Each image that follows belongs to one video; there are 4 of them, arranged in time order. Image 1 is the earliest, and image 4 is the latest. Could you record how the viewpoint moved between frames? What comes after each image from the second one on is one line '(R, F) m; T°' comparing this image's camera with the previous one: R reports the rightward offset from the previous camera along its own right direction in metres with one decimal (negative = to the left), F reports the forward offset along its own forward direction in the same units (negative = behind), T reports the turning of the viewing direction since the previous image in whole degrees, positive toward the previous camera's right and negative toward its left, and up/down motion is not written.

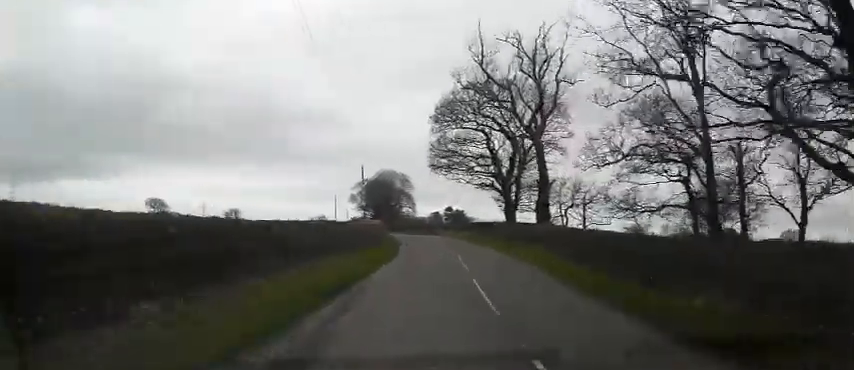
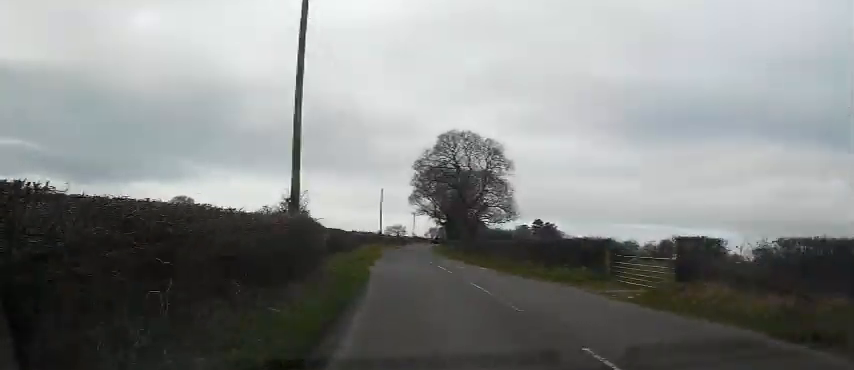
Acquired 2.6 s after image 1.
(+0.3, +41.8) m; -4°
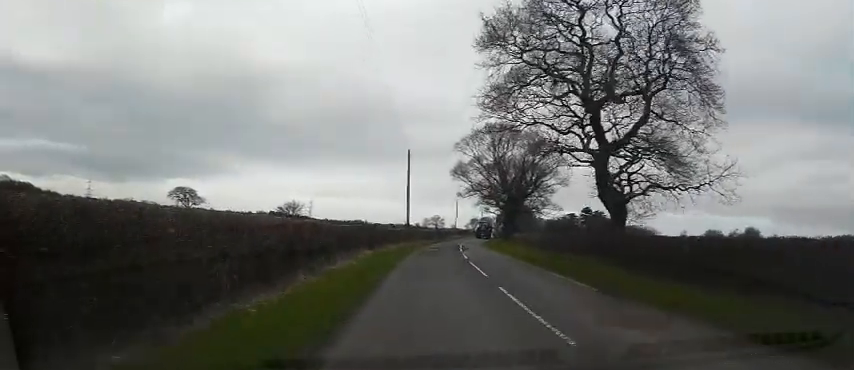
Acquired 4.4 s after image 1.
(-2.3, +28.2) m; -8°
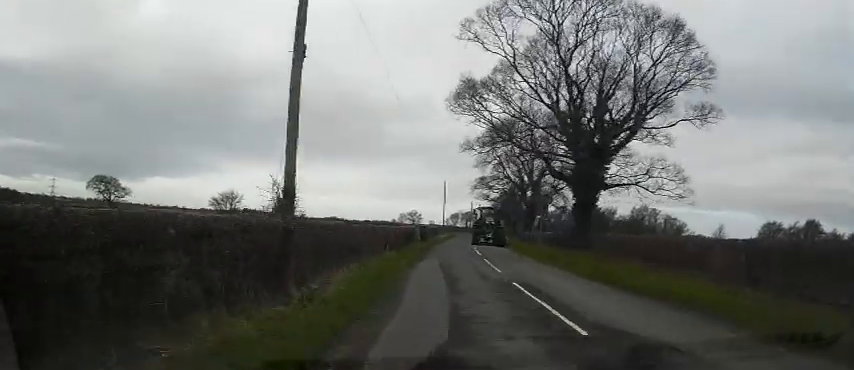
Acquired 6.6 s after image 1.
(+0.2, +33.8) m; +4°
